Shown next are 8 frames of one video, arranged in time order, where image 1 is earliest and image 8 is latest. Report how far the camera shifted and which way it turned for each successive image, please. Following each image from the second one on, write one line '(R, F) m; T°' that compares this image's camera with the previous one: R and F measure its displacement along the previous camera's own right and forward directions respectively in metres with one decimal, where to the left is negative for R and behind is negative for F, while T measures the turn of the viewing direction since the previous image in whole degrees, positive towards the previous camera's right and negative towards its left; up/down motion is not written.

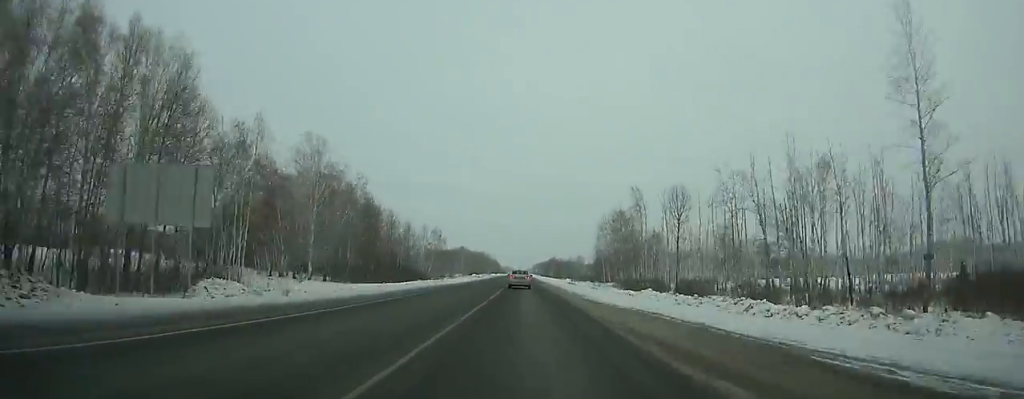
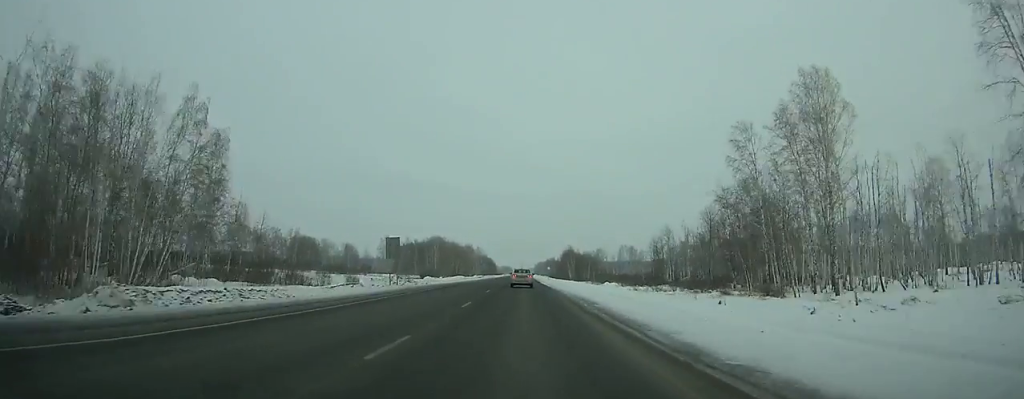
(-0.2, +134.7) m; 0°
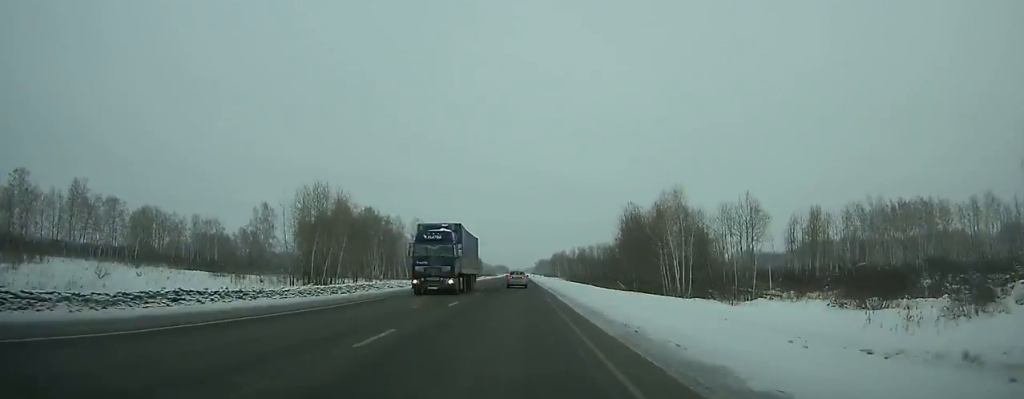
(+0.3, +157.6) m; 0°
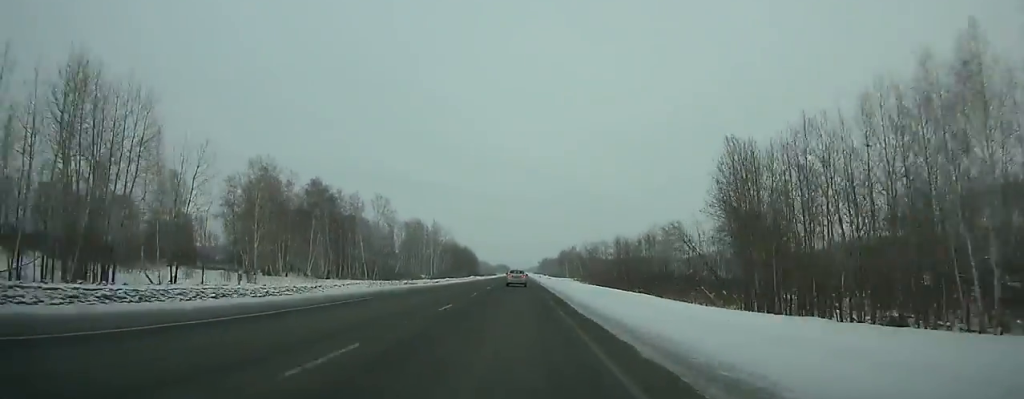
(-0.2, +51.4) m; 0°
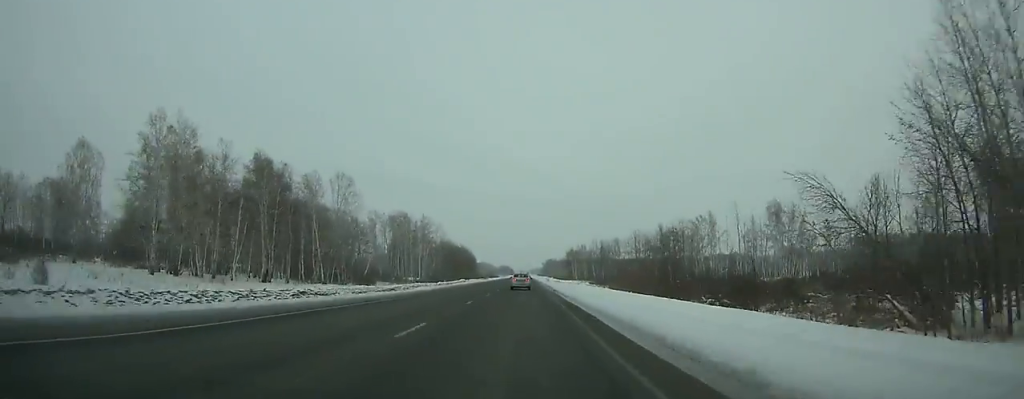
(-0.1, +30.4) m; 0°
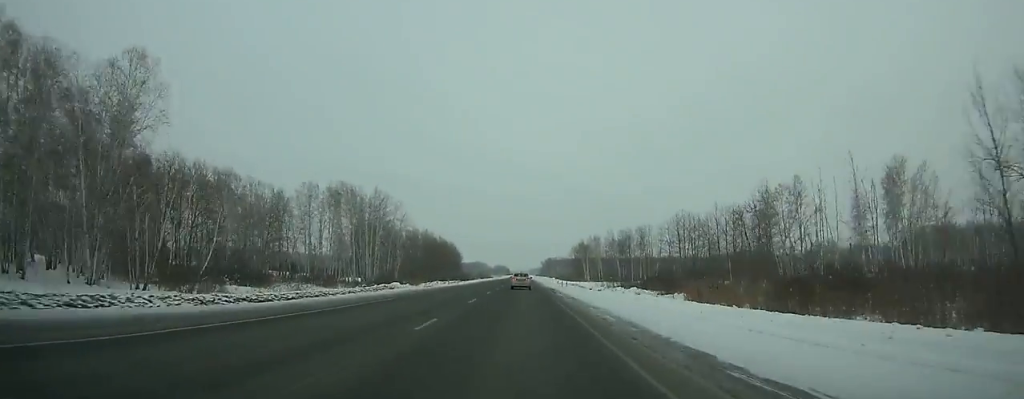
(0.0, +58.5) m; 0°
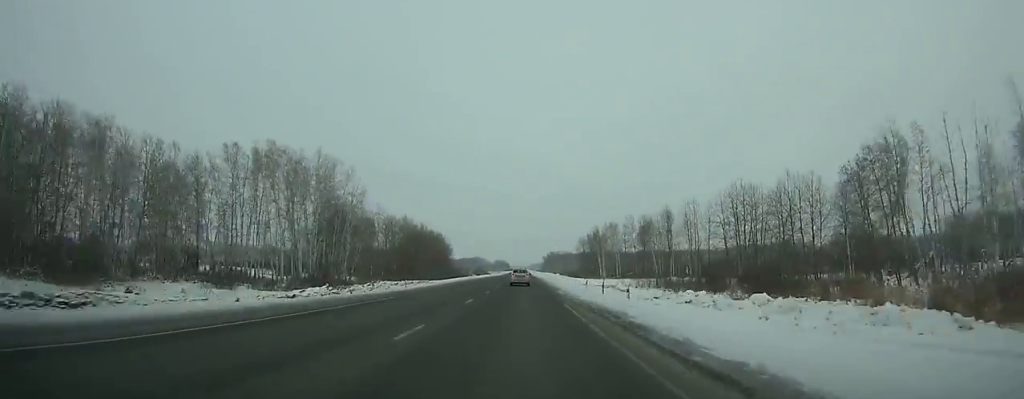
(-0.1, +37.3) m; 0°
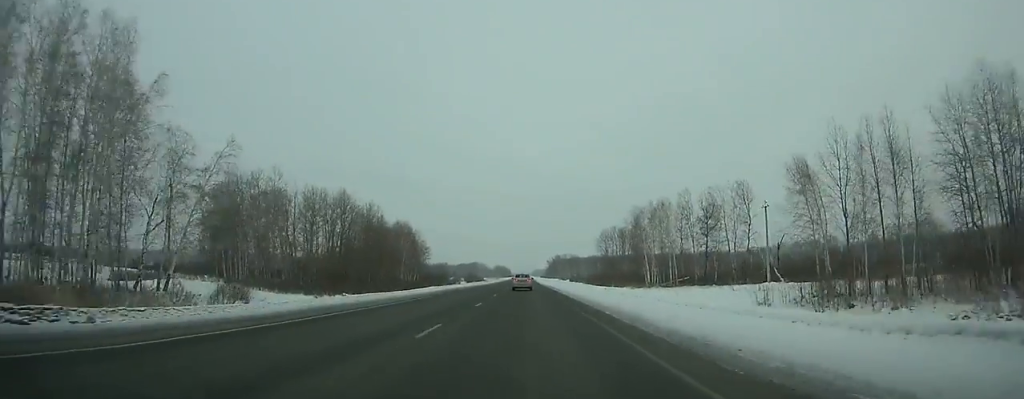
(-0.1, +58.0) m; 0°
